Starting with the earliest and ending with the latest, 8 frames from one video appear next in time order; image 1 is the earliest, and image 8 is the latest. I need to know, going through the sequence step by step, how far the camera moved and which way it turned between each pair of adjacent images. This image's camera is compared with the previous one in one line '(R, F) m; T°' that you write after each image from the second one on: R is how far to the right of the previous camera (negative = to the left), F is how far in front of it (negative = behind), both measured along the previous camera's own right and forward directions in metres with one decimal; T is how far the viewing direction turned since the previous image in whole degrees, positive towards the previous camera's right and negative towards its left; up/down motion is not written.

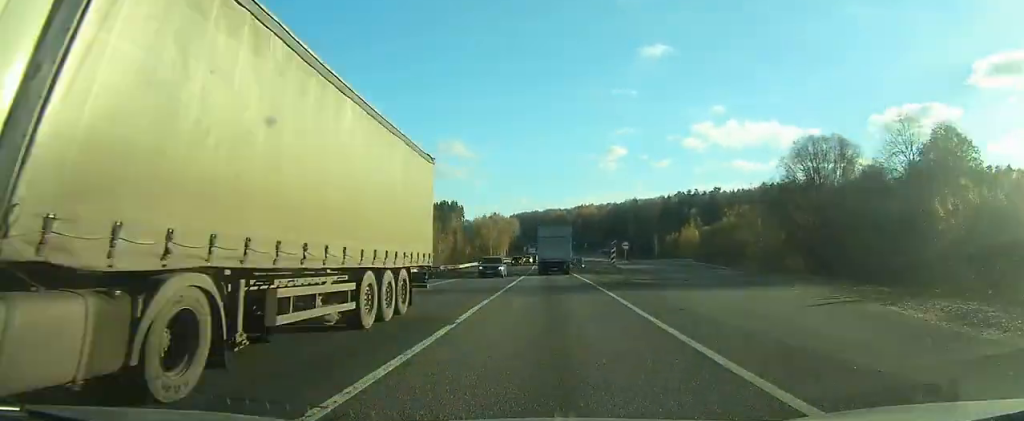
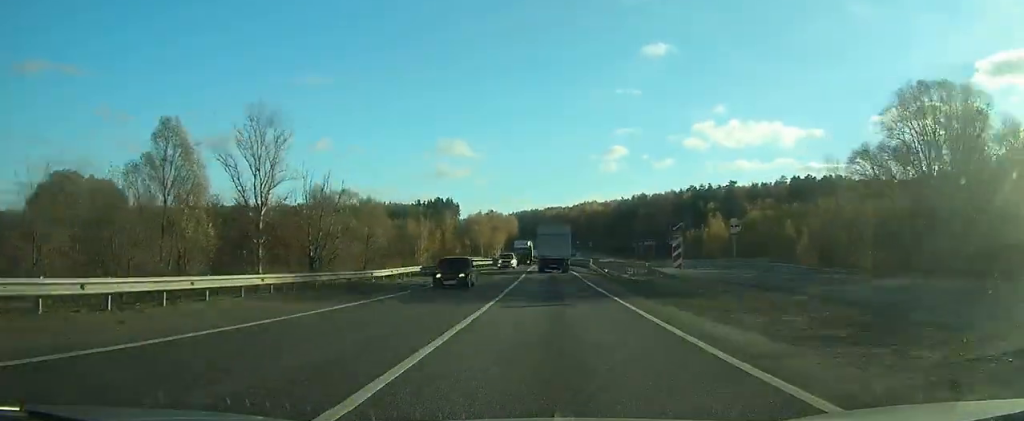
(-0.1, +29.0) m; 0°
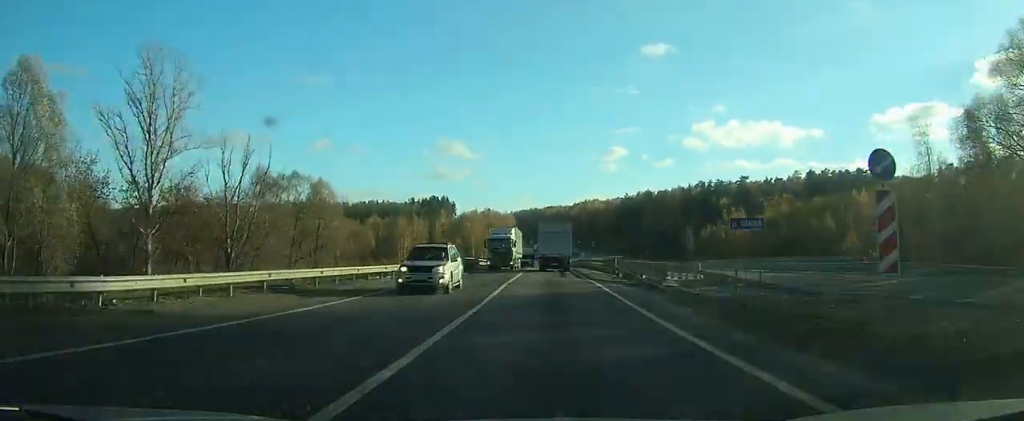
(0.0, +19.4) m; 0°
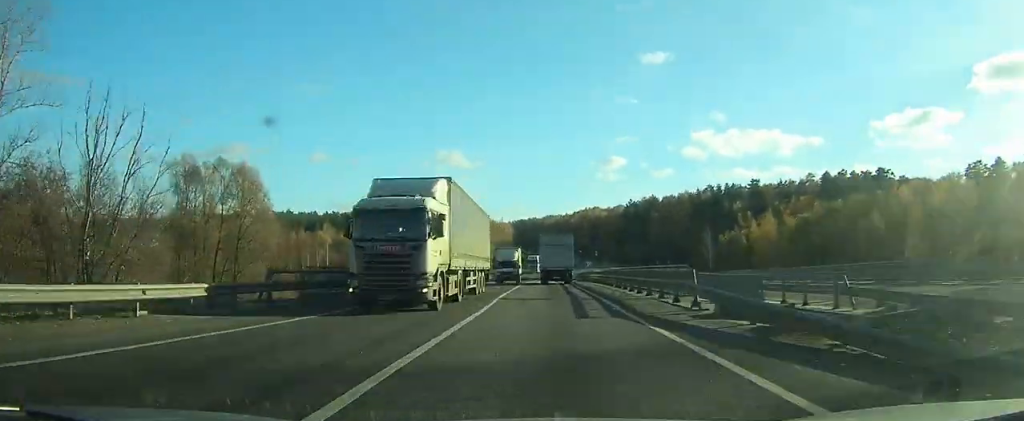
(0.0, +18.2) m; 0°
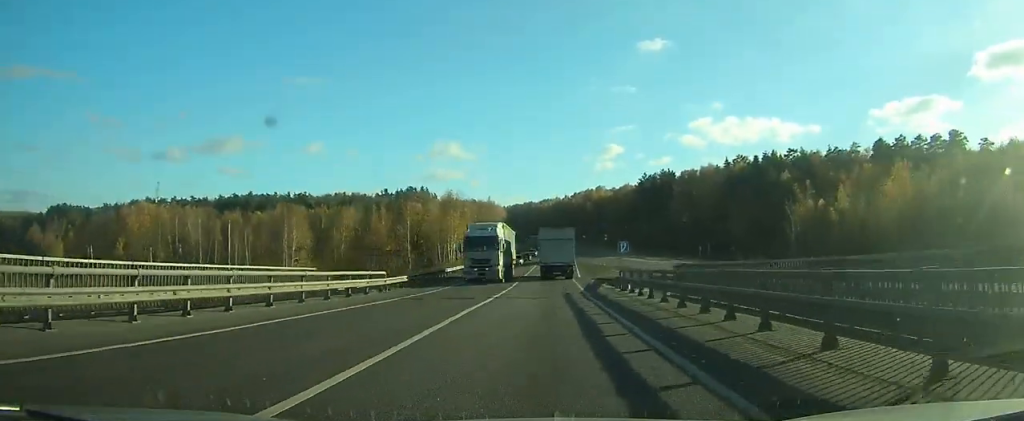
(+0.1, +49.9) m; 0°
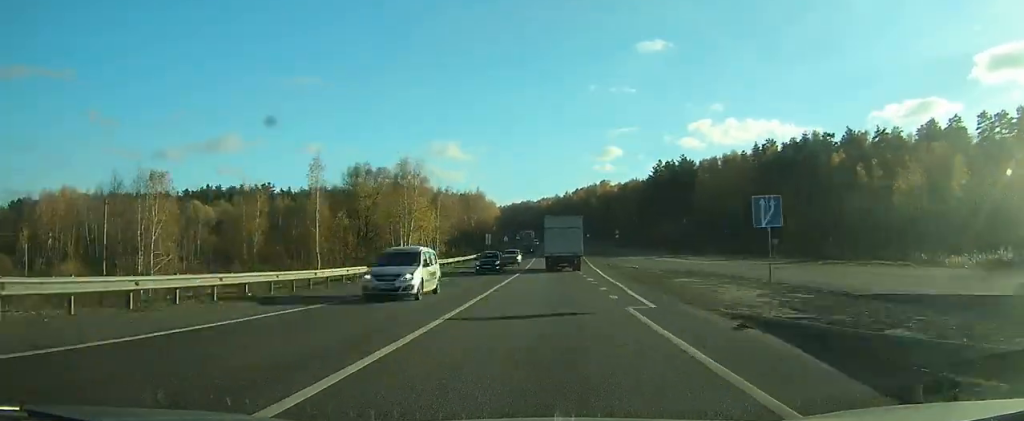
(0.0, +35.5) m; 0°
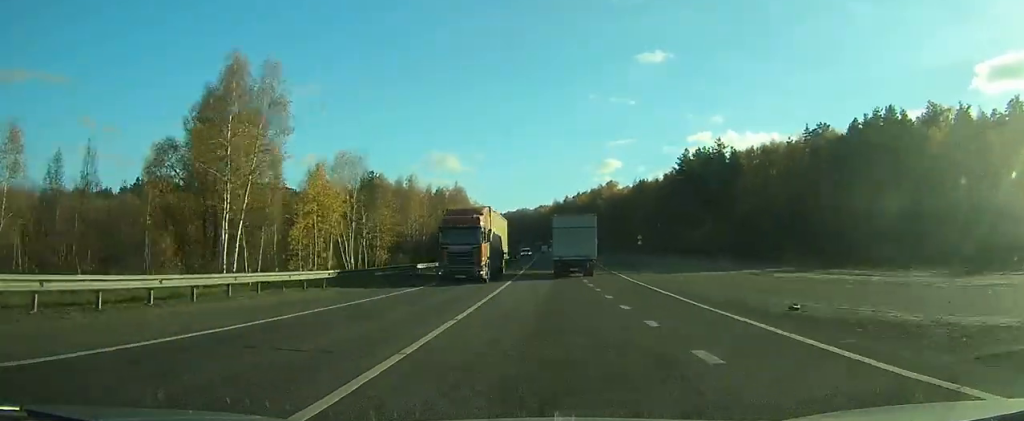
(0.0, +43.1) m; 0°
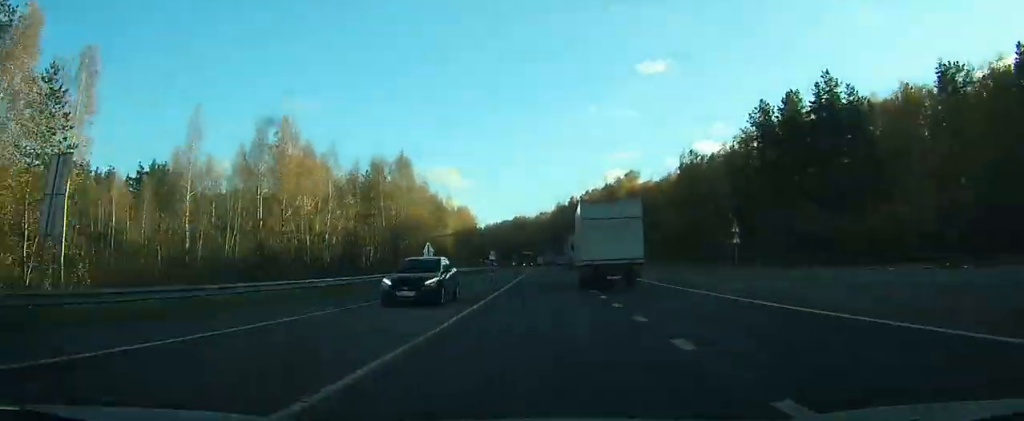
(0.0, +60.6) m; 0°
